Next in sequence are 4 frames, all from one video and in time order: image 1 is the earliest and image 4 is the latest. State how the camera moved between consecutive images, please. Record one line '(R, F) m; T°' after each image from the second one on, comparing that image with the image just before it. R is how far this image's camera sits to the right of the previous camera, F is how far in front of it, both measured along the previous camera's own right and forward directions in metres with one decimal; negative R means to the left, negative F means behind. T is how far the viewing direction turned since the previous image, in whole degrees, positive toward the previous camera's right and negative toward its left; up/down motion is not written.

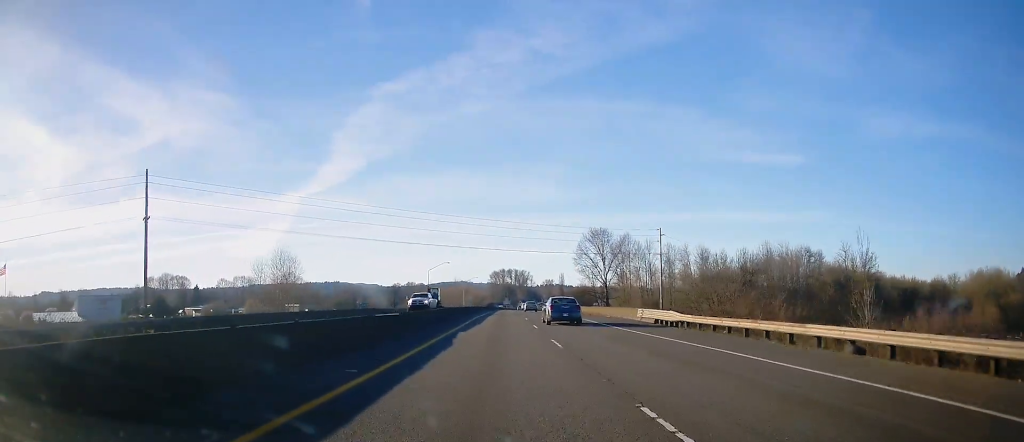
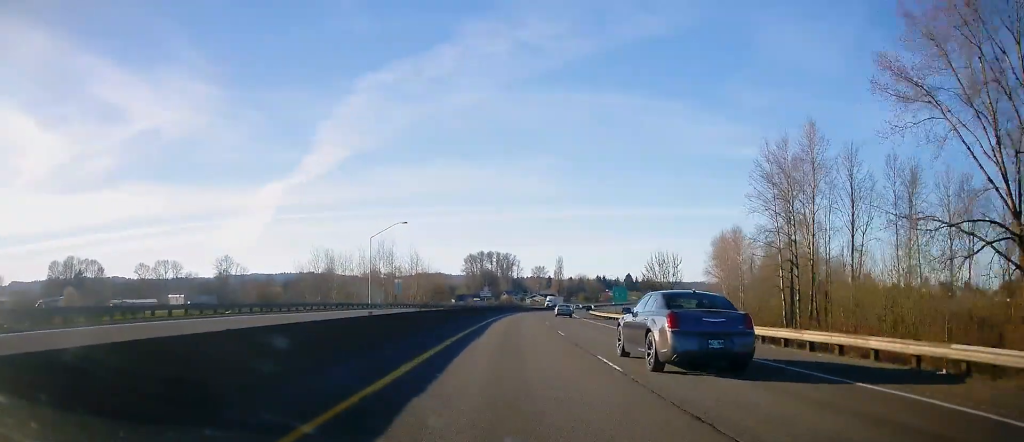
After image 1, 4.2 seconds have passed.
(-0.3, +139.5) m; +2°
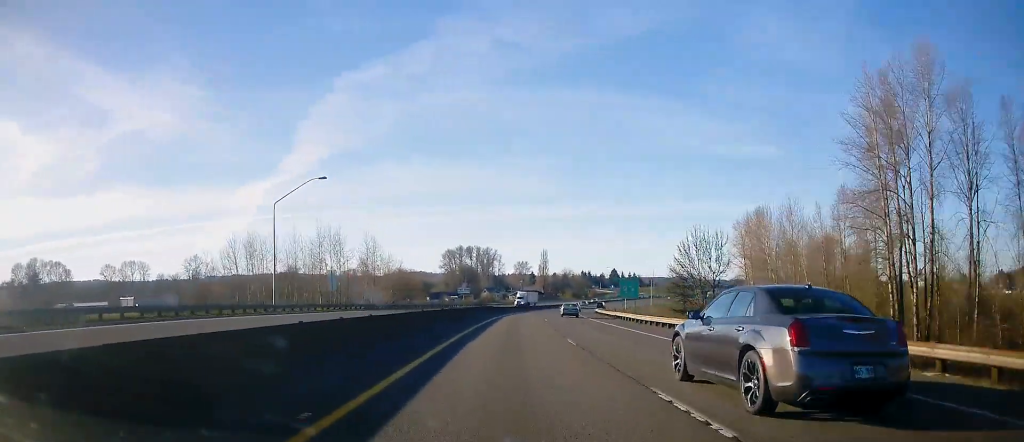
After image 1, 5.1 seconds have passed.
(+0.5, +30.0) m; +2°
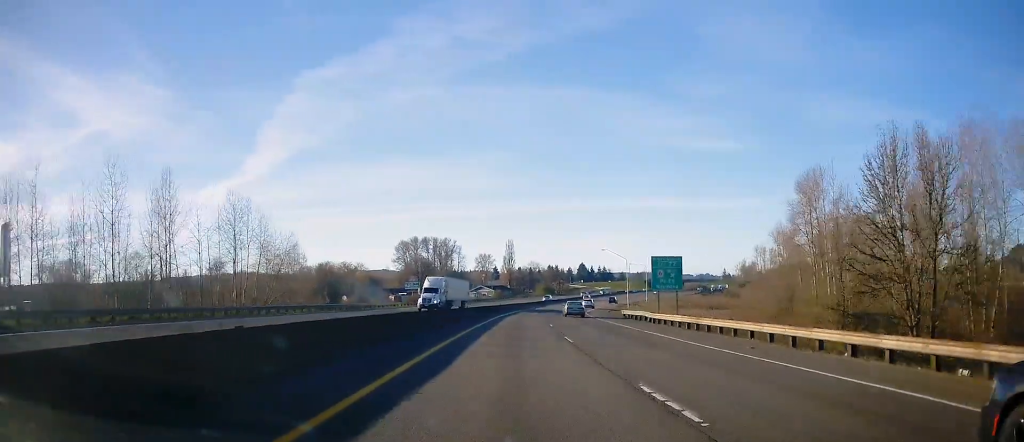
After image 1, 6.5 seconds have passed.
(+1.0, +47.9) m; +3°
